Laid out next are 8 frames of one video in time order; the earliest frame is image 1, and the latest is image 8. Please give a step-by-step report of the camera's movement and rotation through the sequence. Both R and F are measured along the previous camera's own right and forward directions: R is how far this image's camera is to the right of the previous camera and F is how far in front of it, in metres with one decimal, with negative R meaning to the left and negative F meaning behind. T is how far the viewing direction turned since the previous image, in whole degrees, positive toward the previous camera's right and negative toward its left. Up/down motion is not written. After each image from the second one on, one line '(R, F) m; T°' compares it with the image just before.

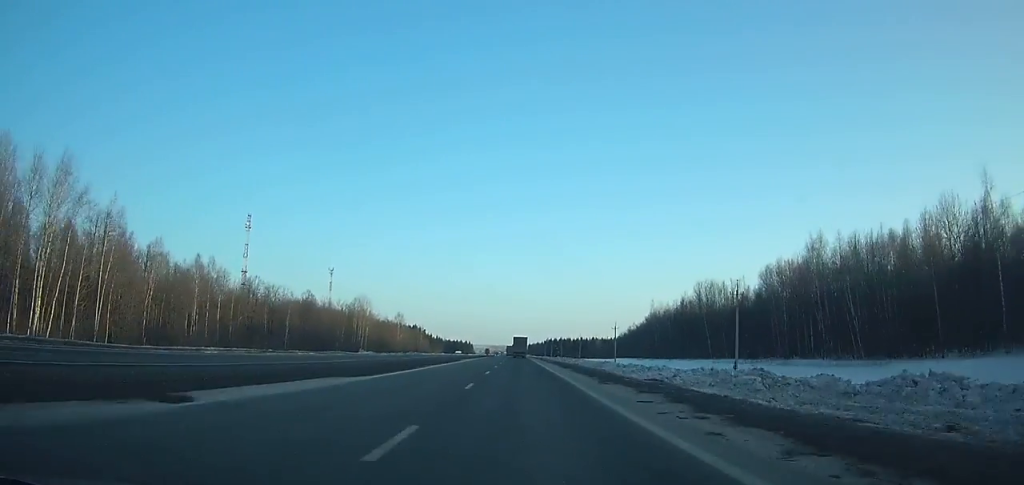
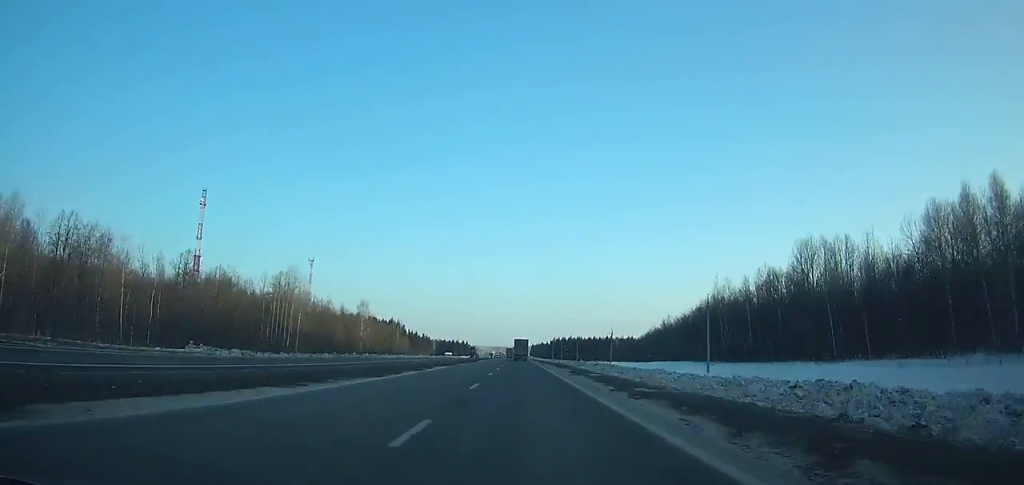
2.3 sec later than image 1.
(+0.2, +58.2) m; 0°
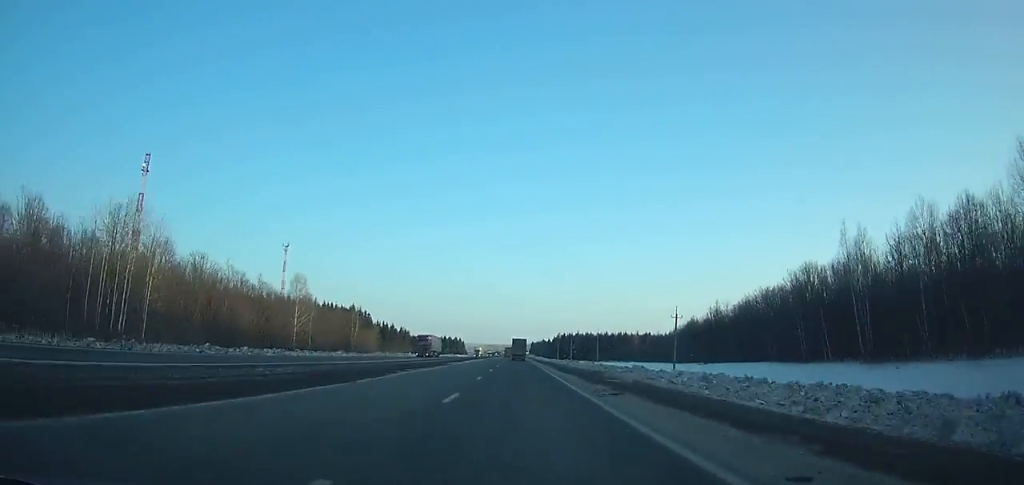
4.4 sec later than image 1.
(+0.1, +52.5) m; 0°
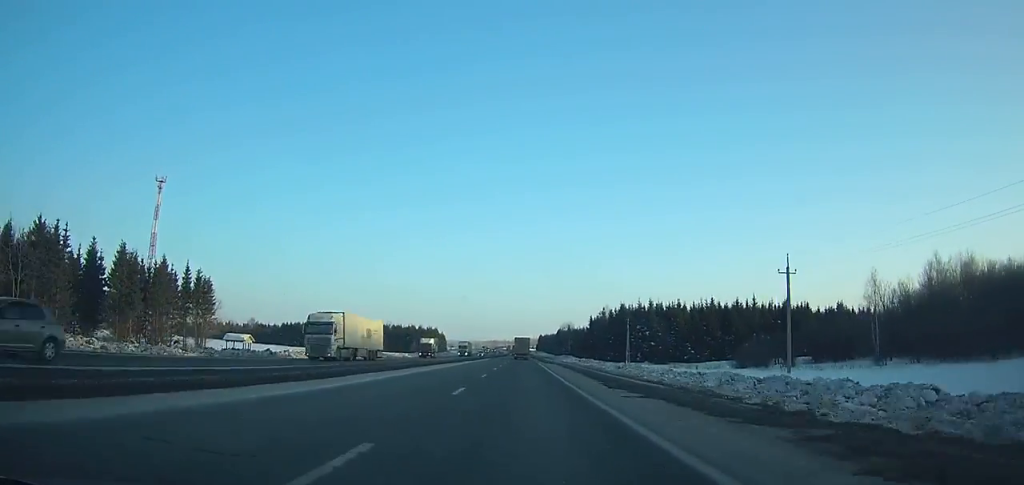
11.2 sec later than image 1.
(+0.3, +166.7) m; 0°
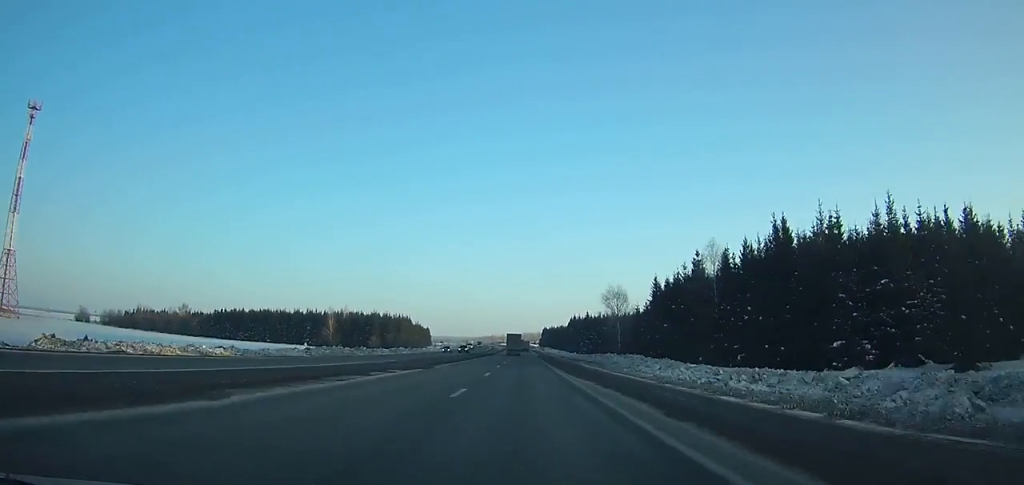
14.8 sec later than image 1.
(-0.1, +87.3) m; 0°
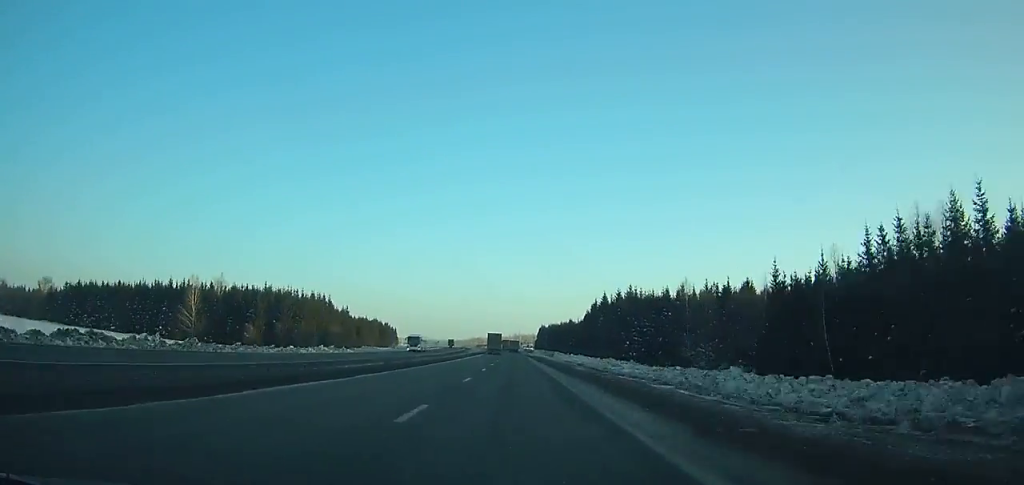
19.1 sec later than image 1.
(+0.3, +103.9) m; 0°
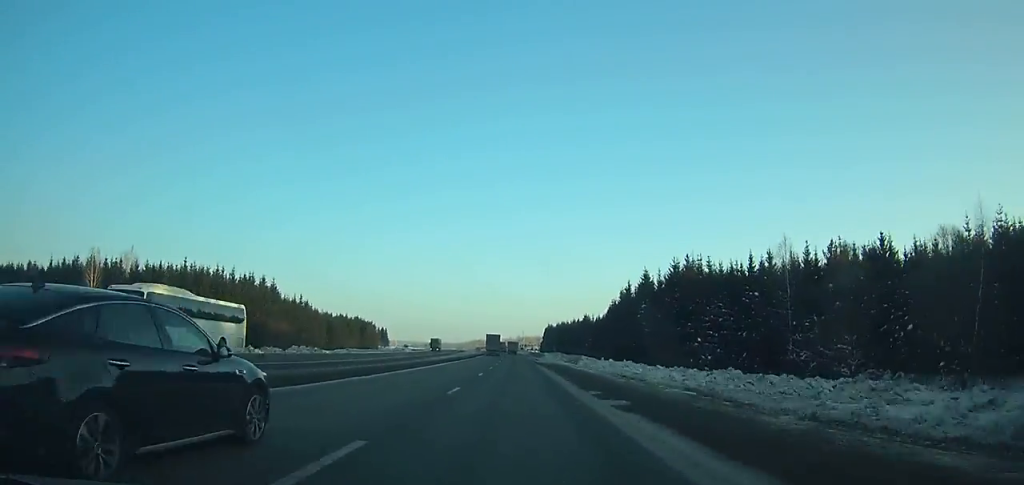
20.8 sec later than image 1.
(-0.2, +41.2) m; 0°
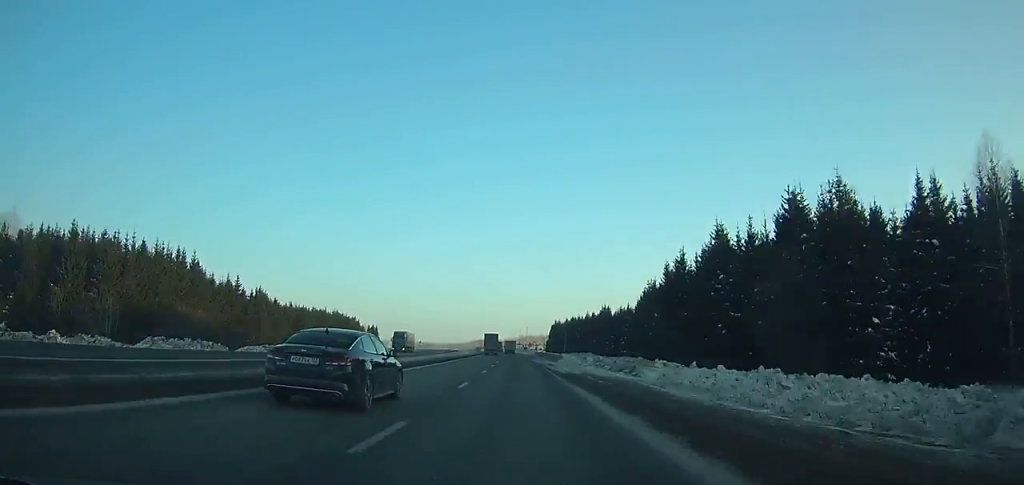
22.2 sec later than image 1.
(-0.1, +33.9) m; 0°
